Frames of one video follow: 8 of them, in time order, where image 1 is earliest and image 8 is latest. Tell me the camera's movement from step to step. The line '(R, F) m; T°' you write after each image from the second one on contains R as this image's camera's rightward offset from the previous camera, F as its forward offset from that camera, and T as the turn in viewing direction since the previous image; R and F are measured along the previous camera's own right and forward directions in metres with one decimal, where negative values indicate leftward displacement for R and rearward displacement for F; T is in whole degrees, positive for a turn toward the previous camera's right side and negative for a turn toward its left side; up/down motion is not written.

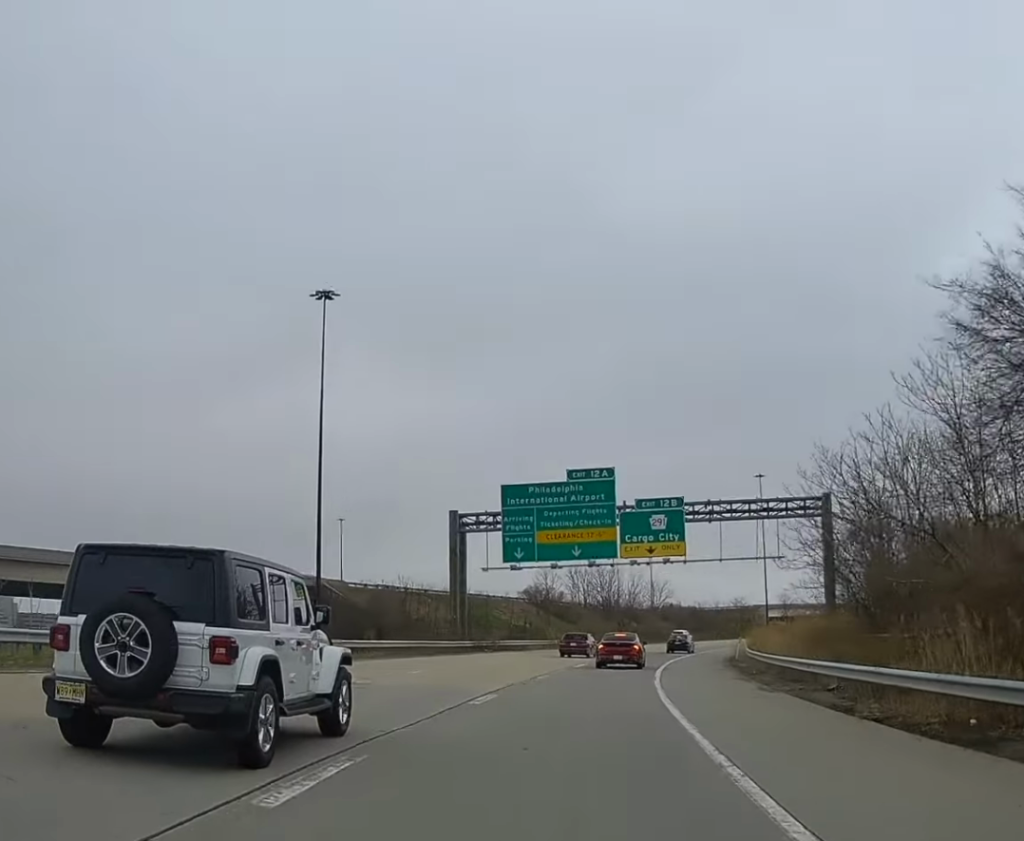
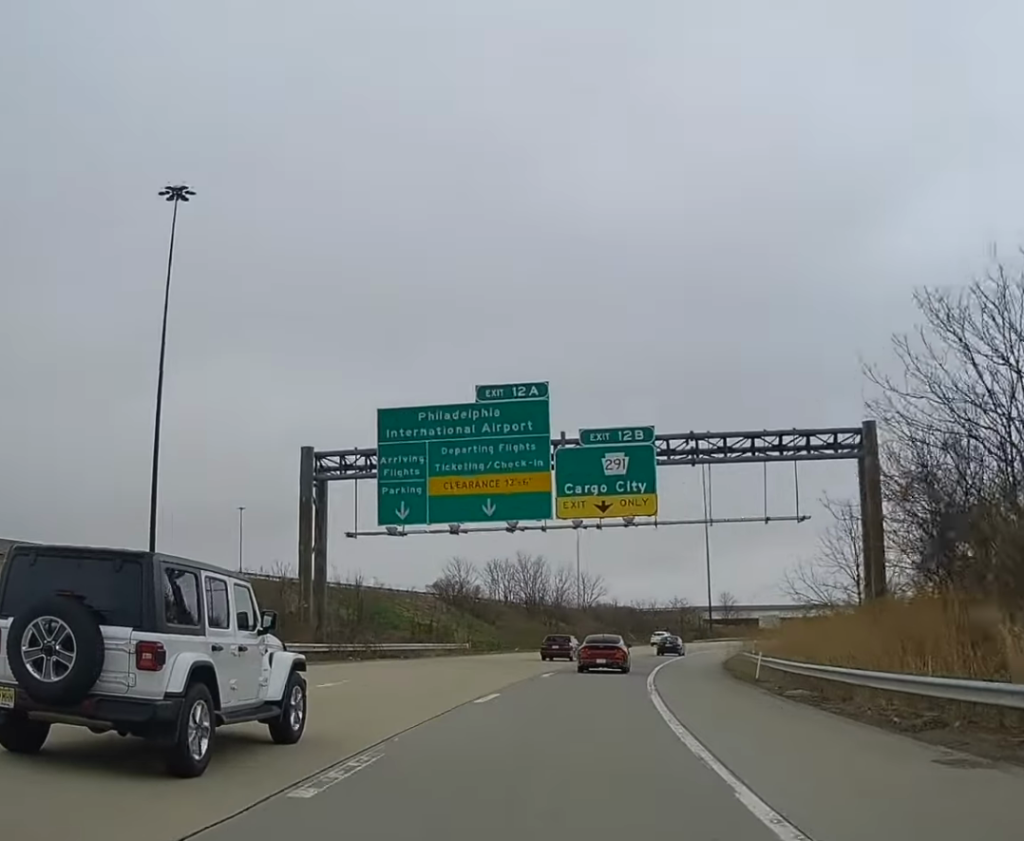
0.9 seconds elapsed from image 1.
(+0.4, +24.3) m; +3°
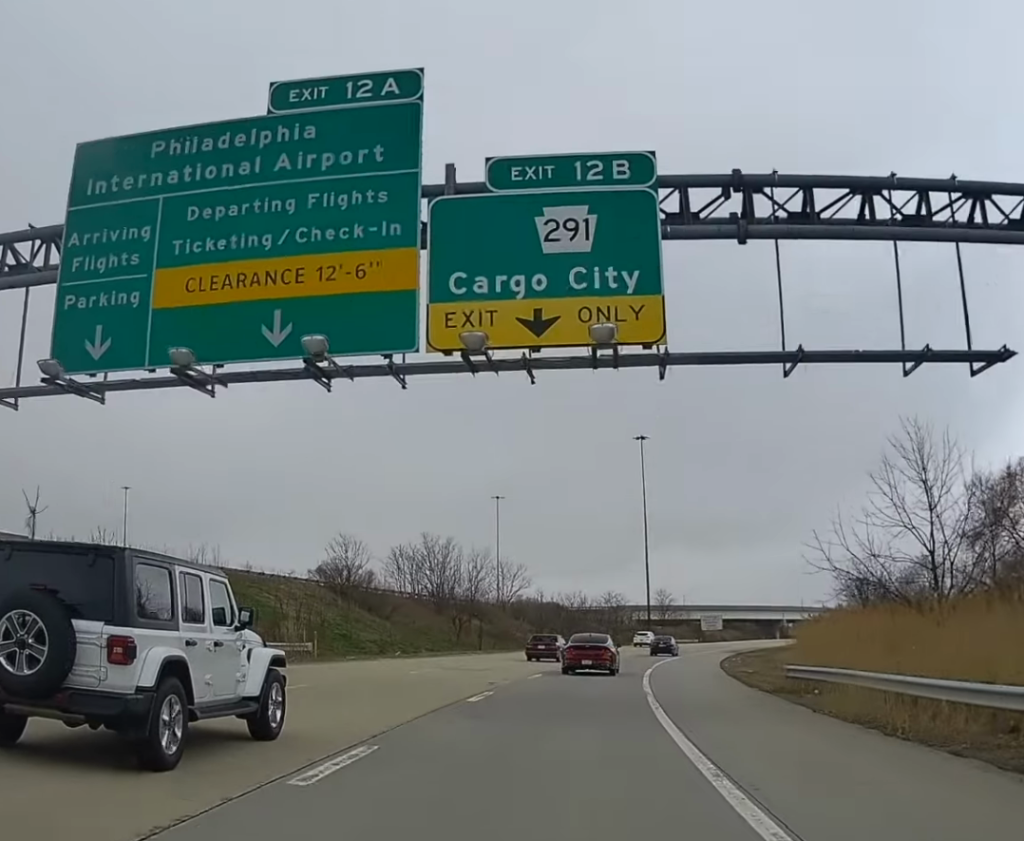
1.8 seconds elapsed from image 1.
(+1.0, +26.4) m; +4°
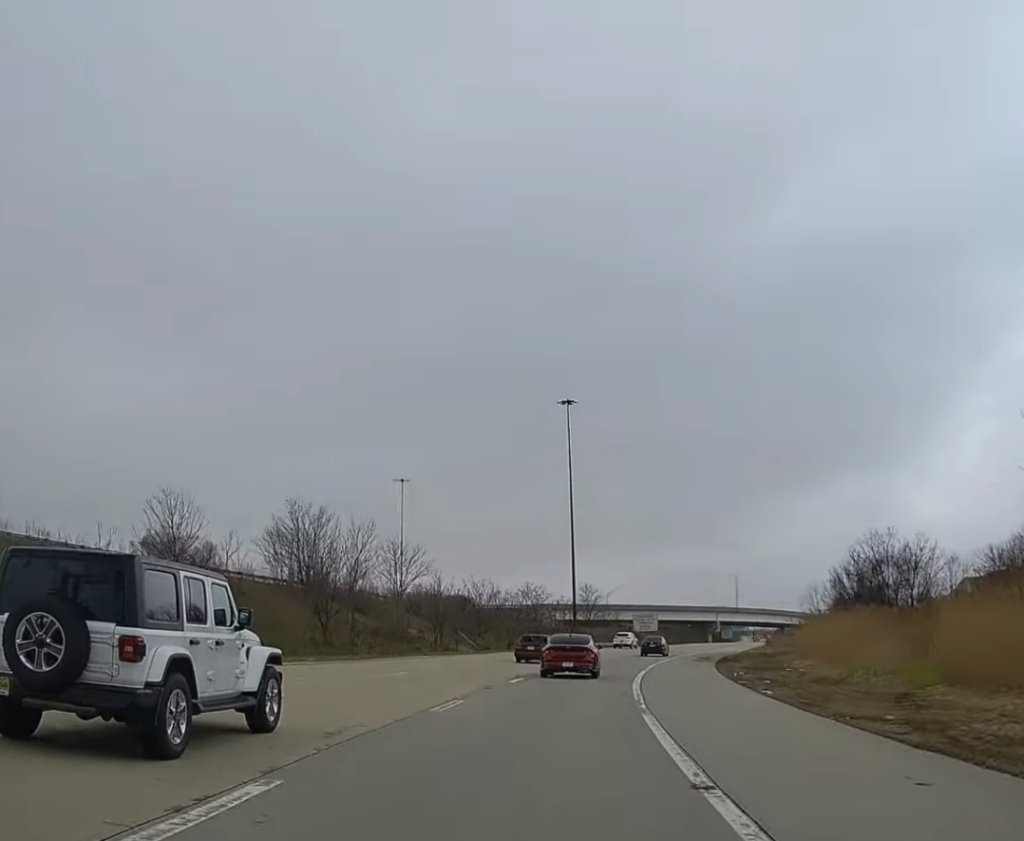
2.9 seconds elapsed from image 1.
(+1.0, +28.0) m; +5°
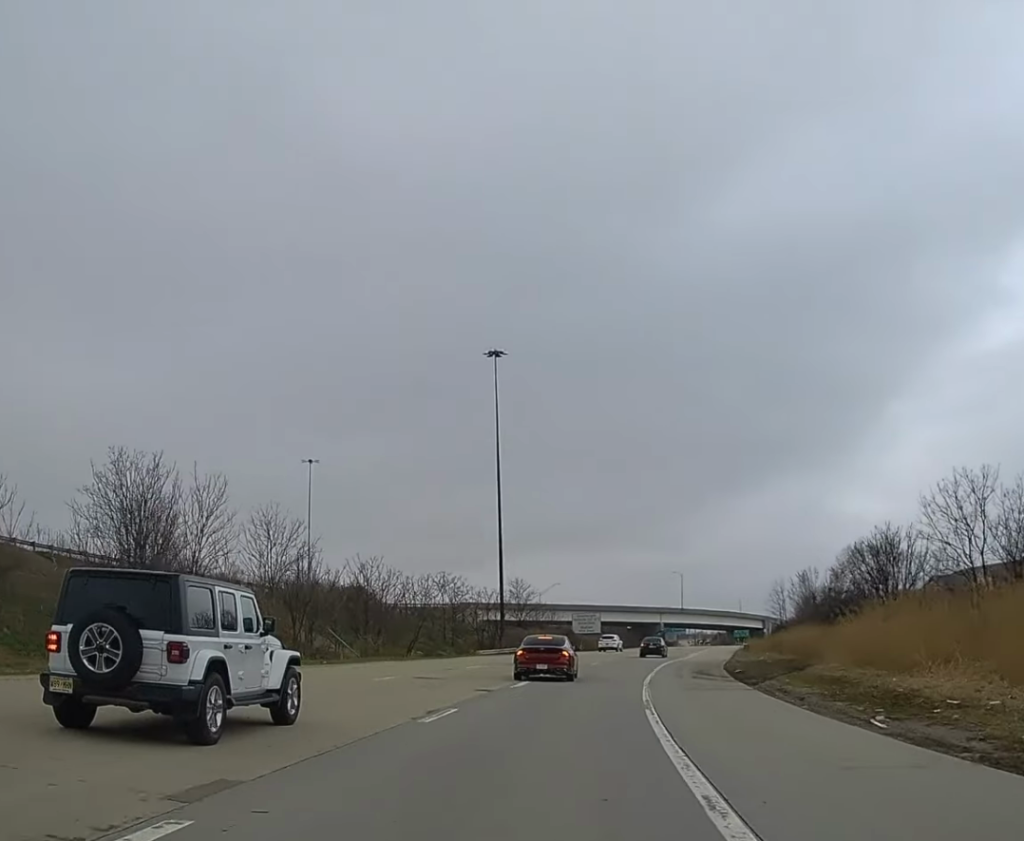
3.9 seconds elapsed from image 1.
(+1.2, +26.1) m; +5°
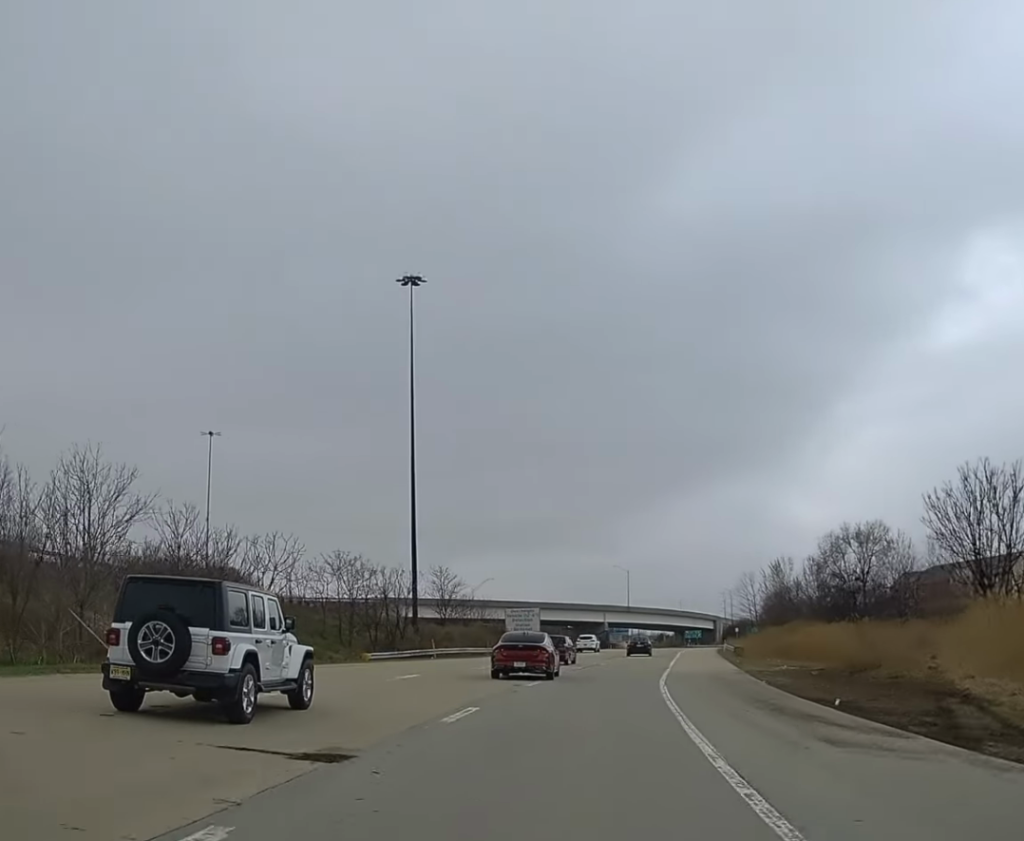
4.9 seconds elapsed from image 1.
(+1.0, +24.9) m; +4°
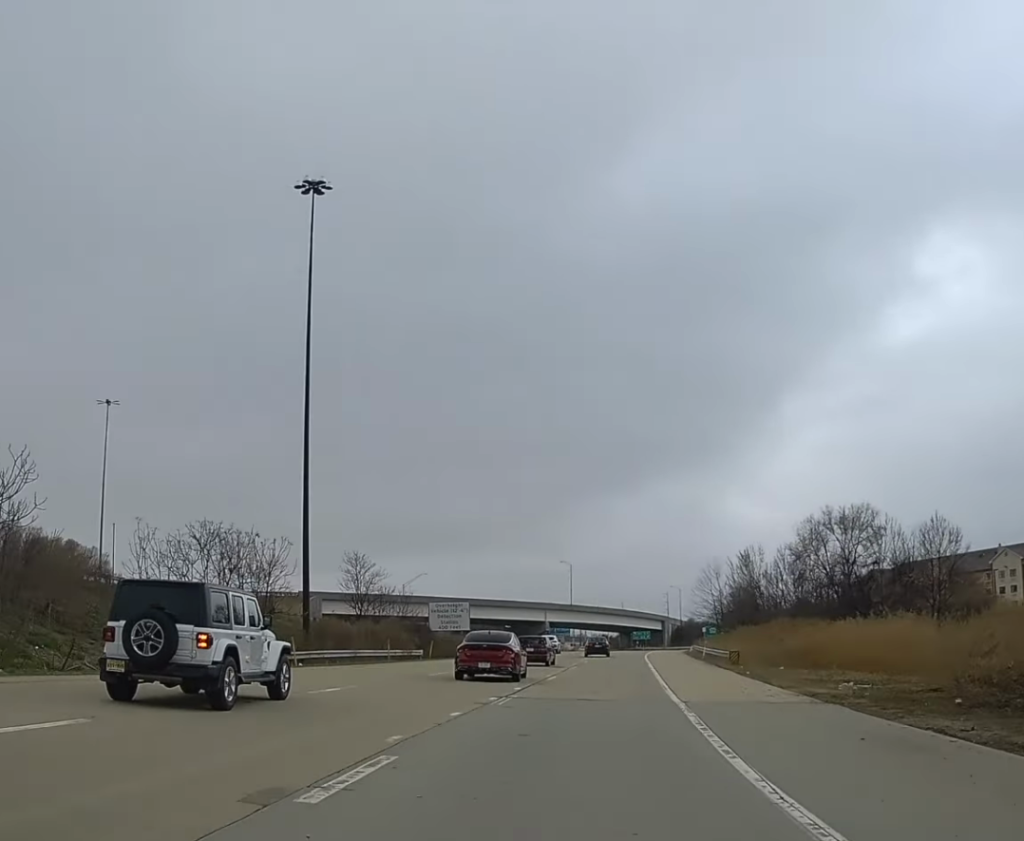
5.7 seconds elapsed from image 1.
(+0.2, +19.8) m; +3°
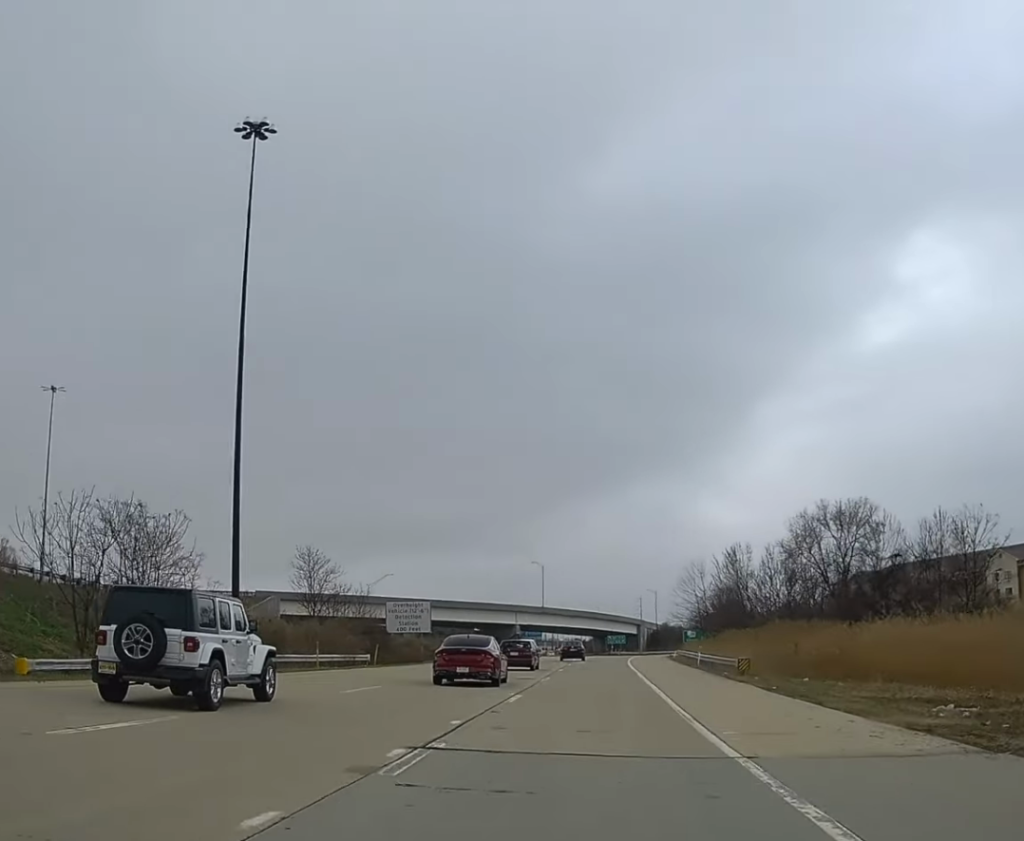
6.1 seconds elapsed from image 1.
(+0.4, +9.8) m; +2°
